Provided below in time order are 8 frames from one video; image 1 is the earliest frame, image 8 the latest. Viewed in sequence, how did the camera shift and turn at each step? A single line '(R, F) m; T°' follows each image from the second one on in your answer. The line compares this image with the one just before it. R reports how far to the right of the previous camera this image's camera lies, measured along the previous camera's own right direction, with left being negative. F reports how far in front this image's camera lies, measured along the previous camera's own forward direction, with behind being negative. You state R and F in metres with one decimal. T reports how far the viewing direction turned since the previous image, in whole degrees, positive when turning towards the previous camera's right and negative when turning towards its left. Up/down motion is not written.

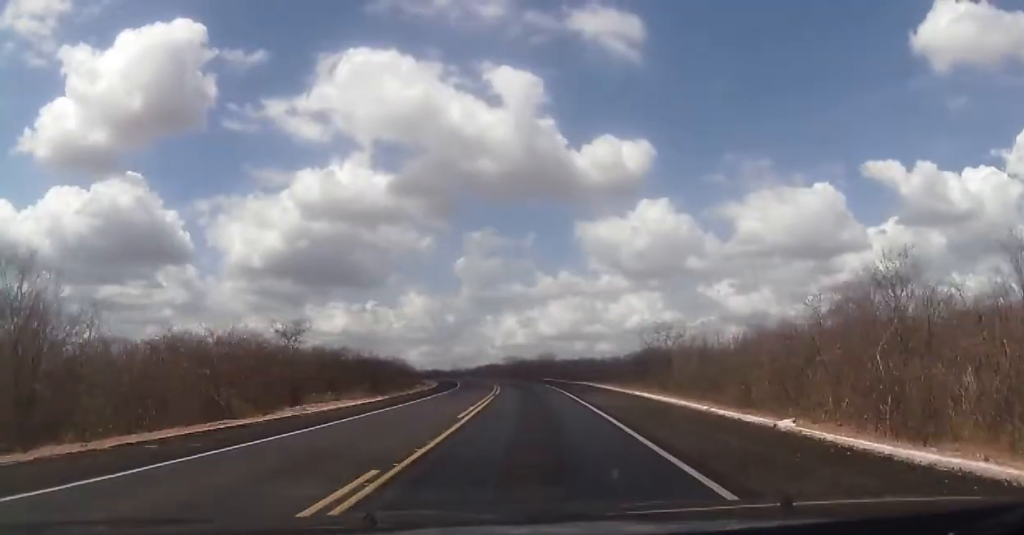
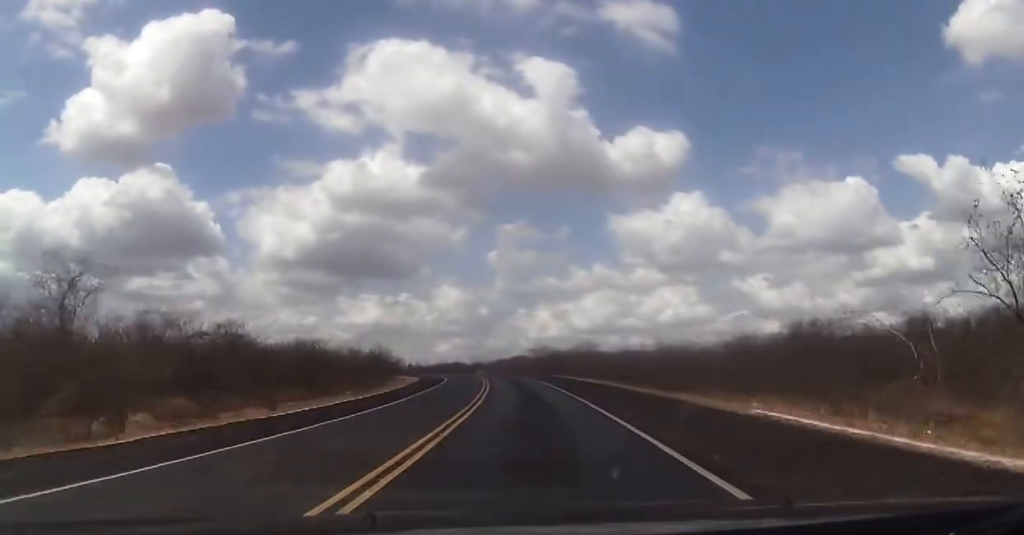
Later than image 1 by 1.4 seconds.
(+0.1, +39.1) m; -1°
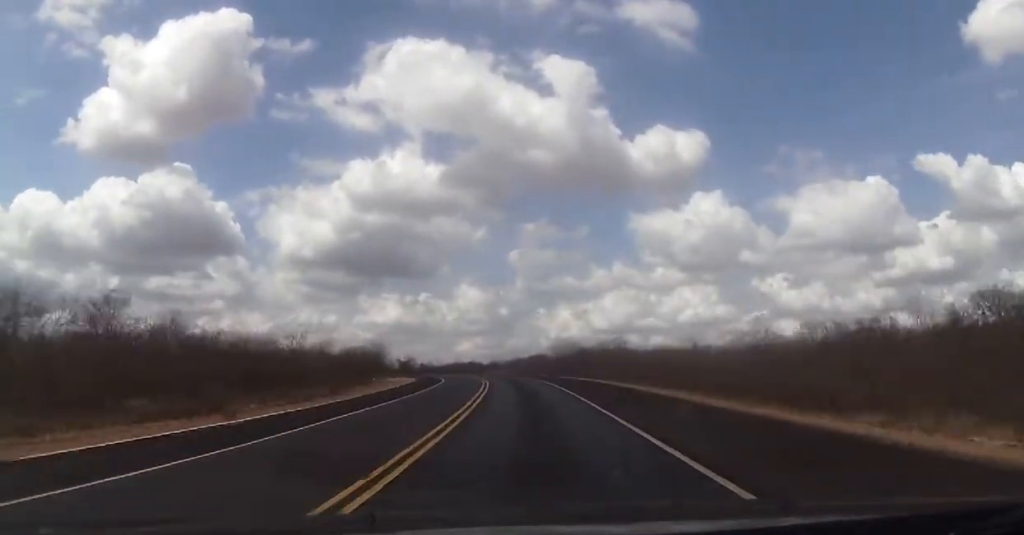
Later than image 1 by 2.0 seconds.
(-0.4, +16.9) m; -1°
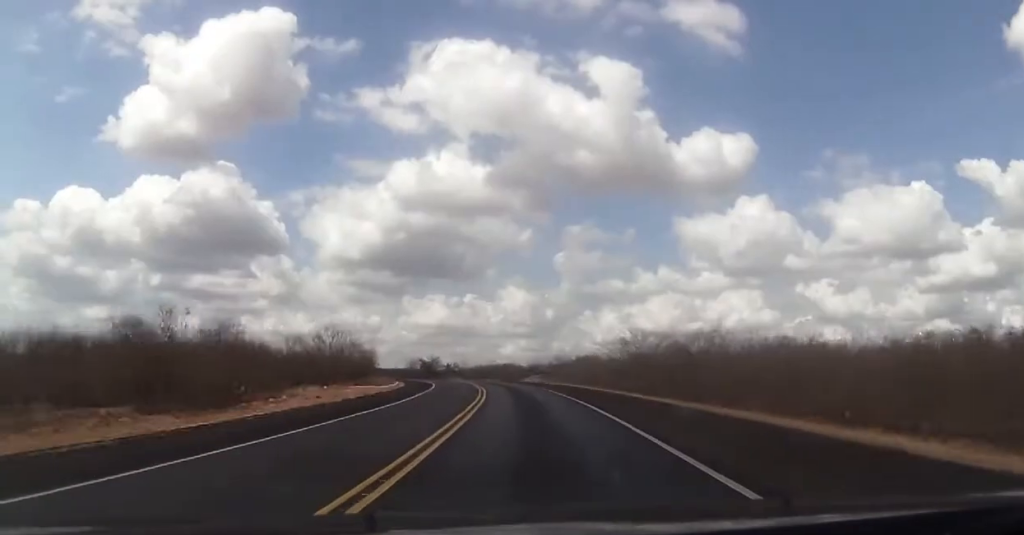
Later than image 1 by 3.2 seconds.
(-0.3, +34.0) m; -1°
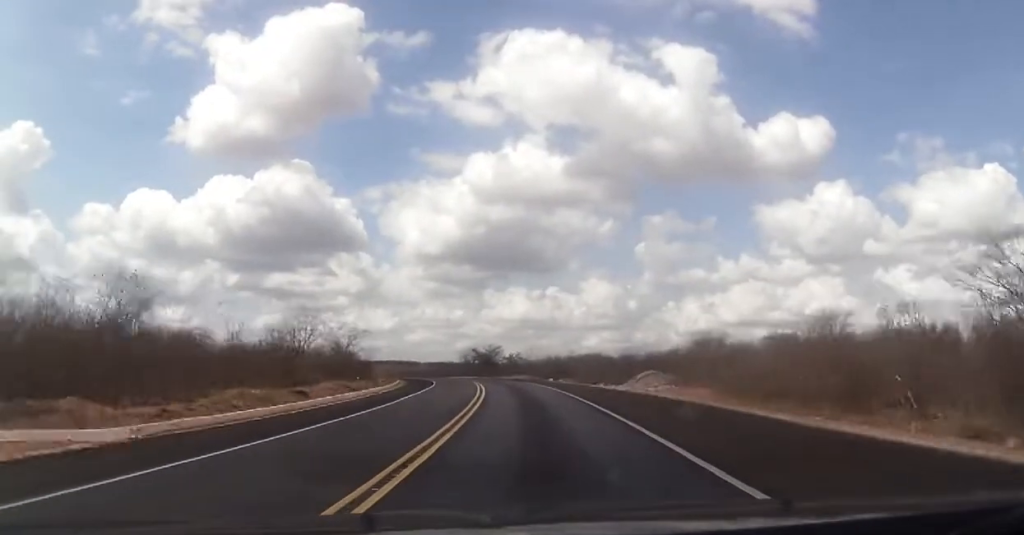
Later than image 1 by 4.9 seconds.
(-2.3, +48.7) m; -6°
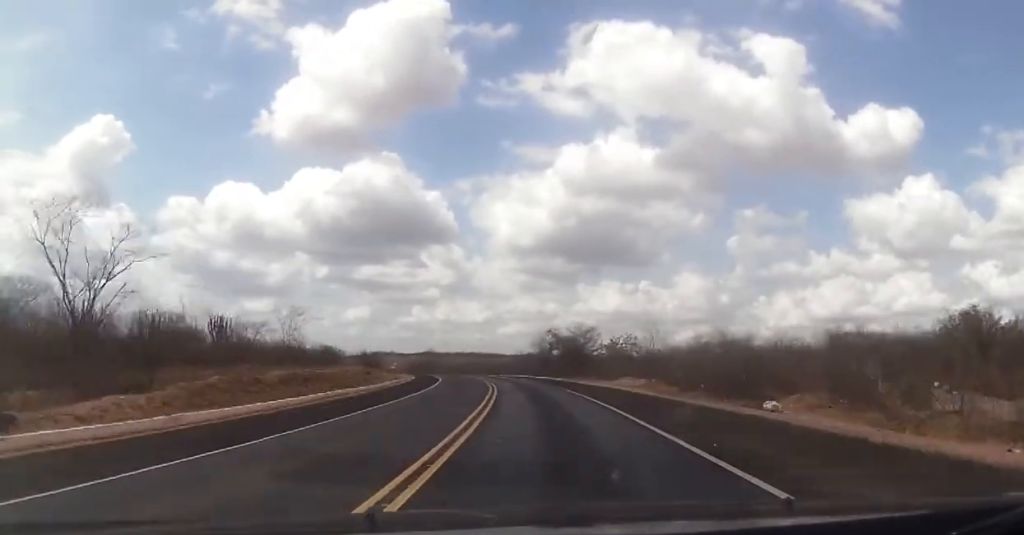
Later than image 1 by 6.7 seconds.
(-2.7, +52.3) m; -7°
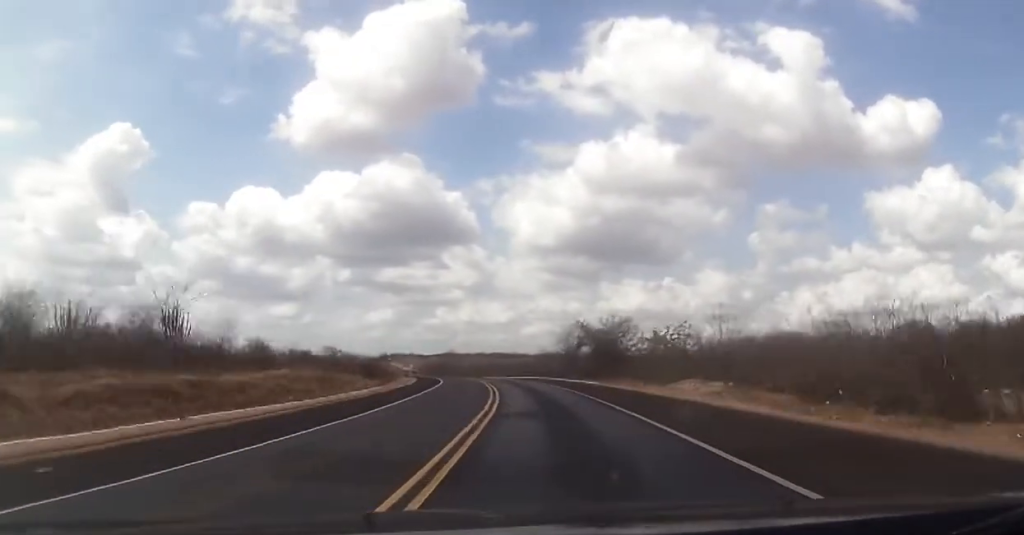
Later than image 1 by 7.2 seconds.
(-0.7, +14.7) m; -2°
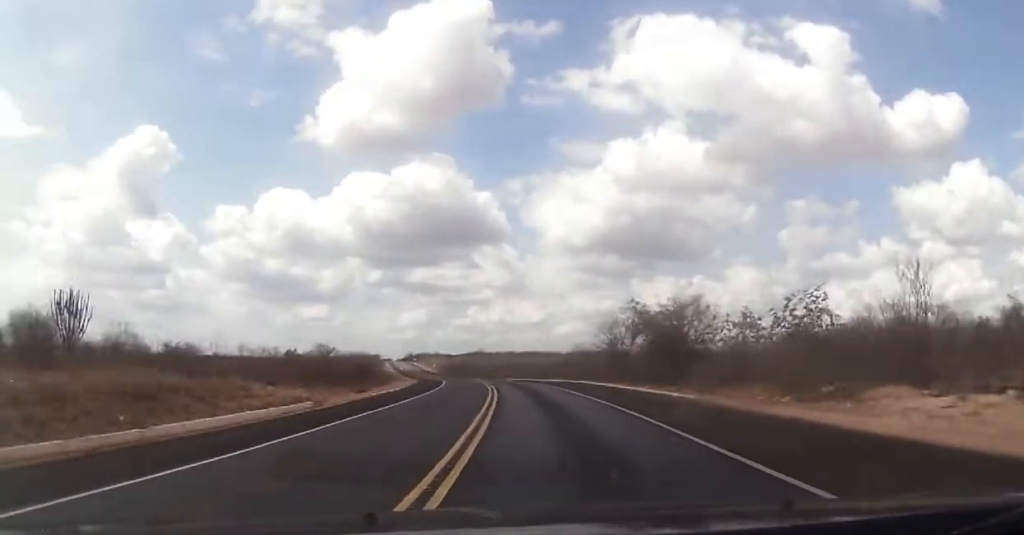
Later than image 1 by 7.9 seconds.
(-0.5, +19.8) m; -2°
